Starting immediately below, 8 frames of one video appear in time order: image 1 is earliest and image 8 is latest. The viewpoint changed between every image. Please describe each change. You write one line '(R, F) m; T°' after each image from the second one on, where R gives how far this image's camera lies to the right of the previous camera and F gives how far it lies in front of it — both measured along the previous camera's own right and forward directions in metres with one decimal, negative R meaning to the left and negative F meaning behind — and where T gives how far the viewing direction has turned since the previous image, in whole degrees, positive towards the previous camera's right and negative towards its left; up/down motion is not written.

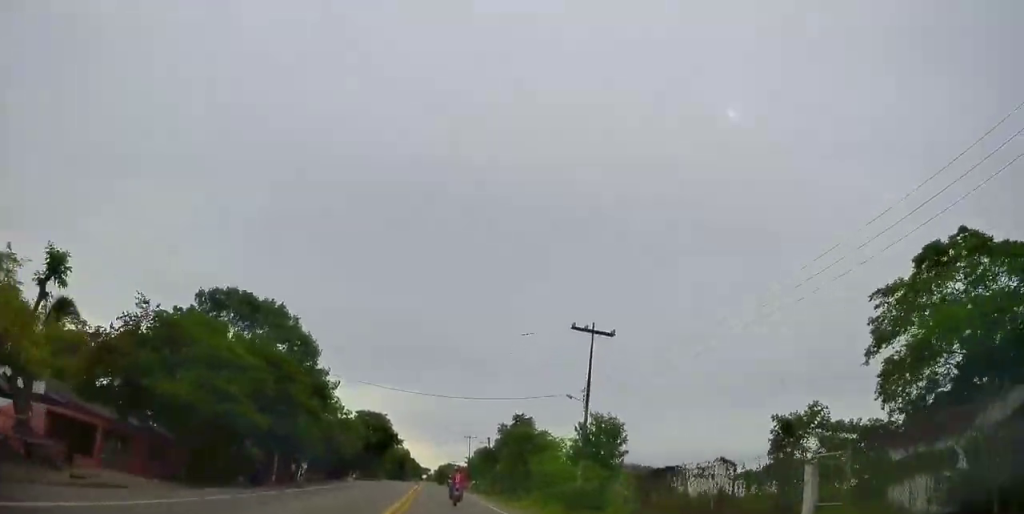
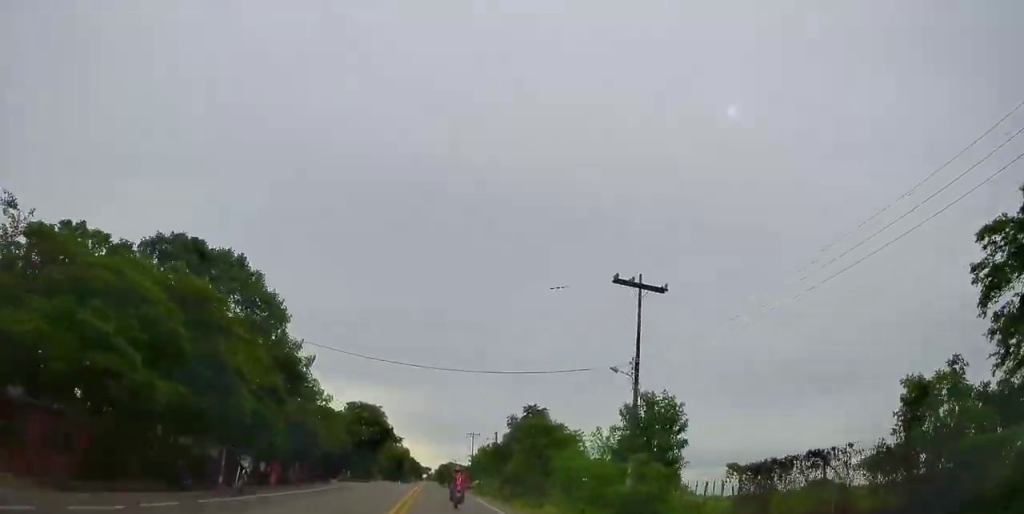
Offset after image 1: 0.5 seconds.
(0.0, +7.5) m; 0°
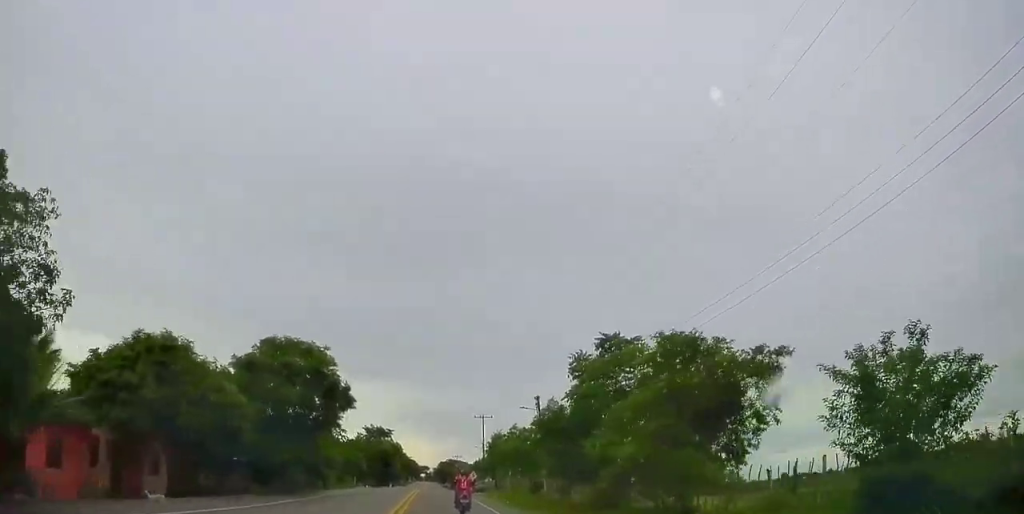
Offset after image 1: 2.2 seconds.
(0.0, +26.3) m; 0°
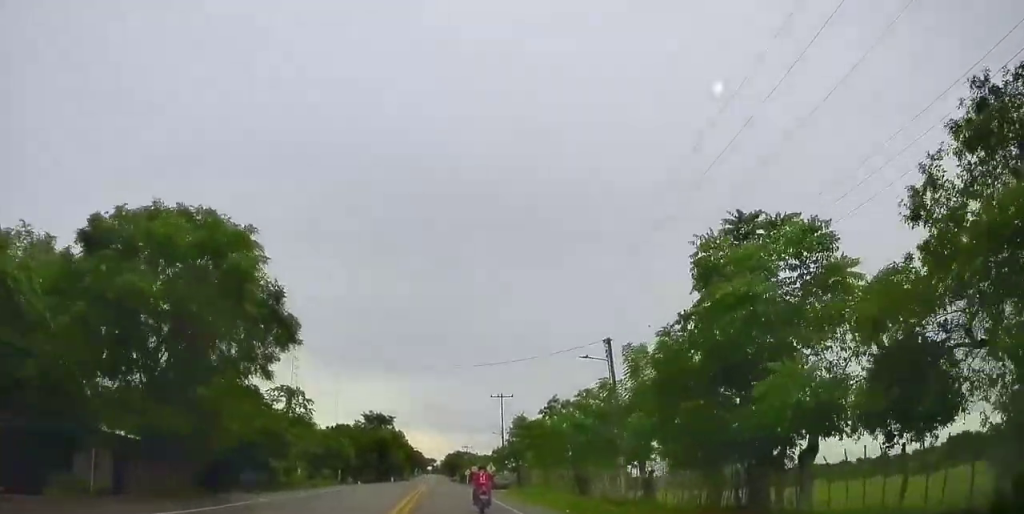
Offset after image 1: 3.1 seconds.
(0.0, +13.2) m; +2°
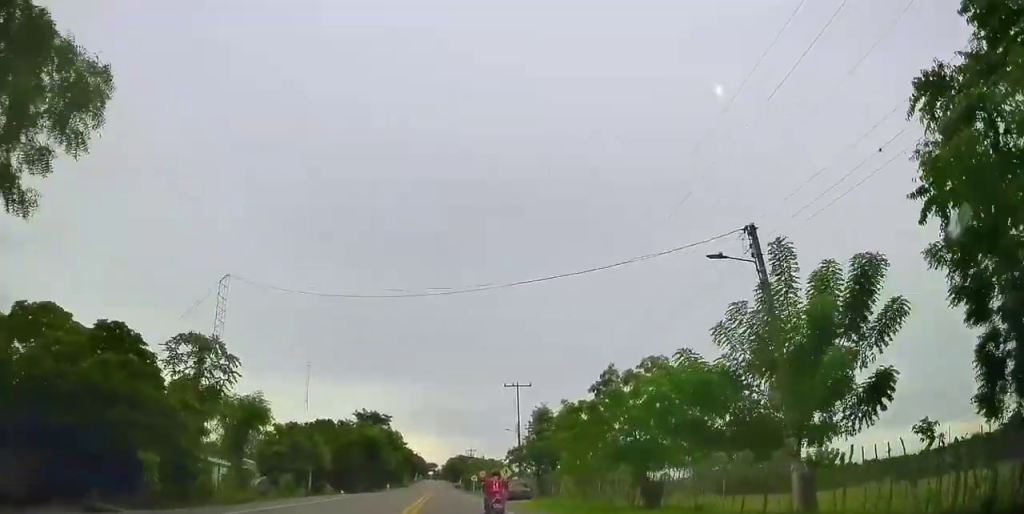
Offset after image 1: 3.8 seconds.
(+0.3, +10.7) m; -1°
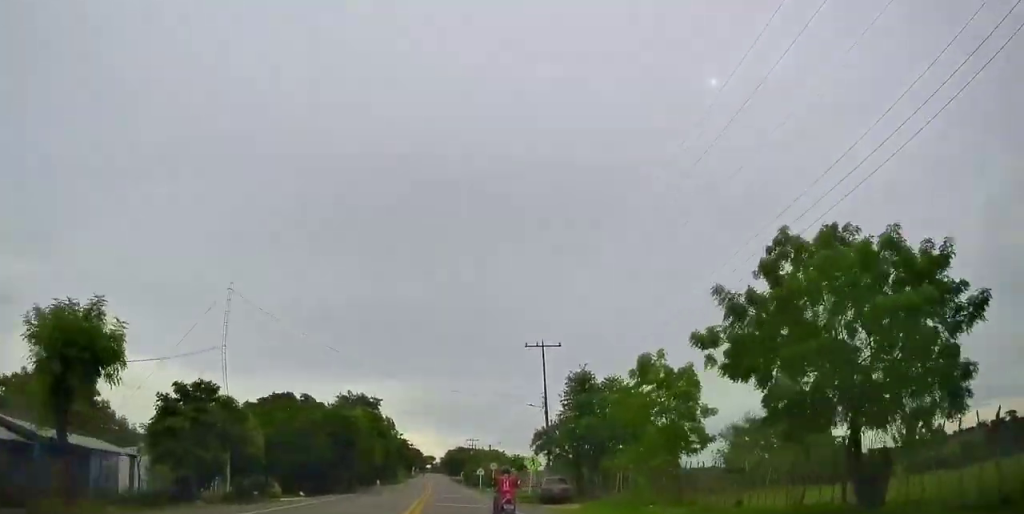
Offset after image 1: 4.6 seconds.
(-0.3, +12.5) m; -1°
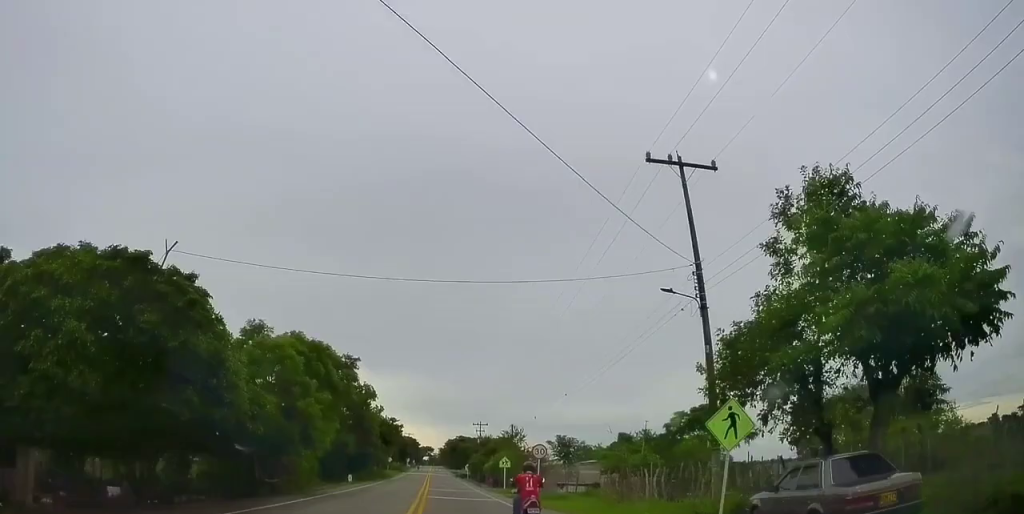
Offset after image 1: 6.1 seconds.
(-0.1, +22.1) m; 0°
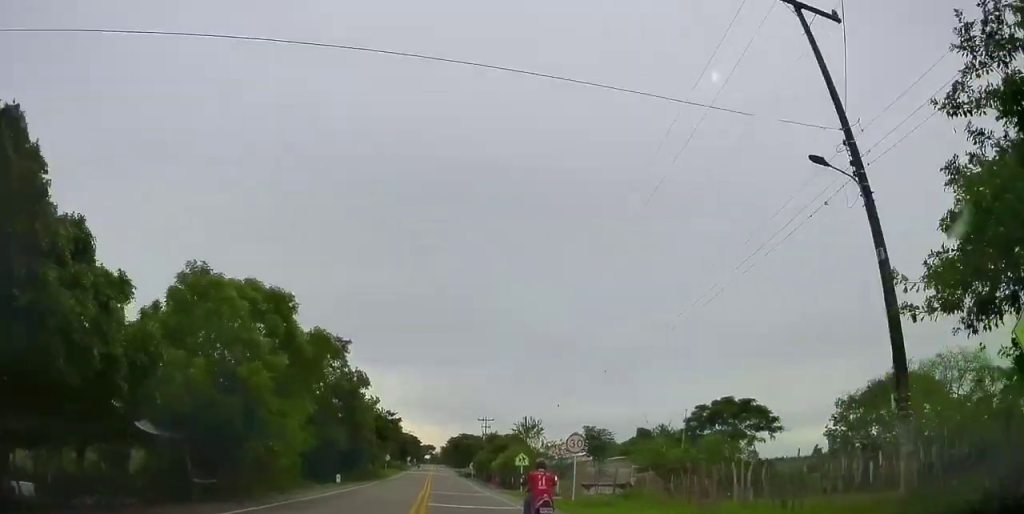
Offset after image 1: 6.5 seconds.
(-0.1, +7.0) m; 0°
